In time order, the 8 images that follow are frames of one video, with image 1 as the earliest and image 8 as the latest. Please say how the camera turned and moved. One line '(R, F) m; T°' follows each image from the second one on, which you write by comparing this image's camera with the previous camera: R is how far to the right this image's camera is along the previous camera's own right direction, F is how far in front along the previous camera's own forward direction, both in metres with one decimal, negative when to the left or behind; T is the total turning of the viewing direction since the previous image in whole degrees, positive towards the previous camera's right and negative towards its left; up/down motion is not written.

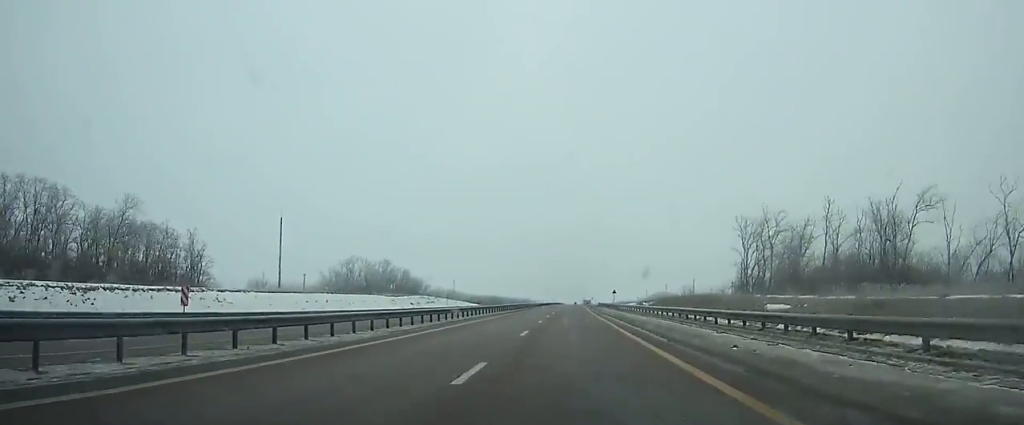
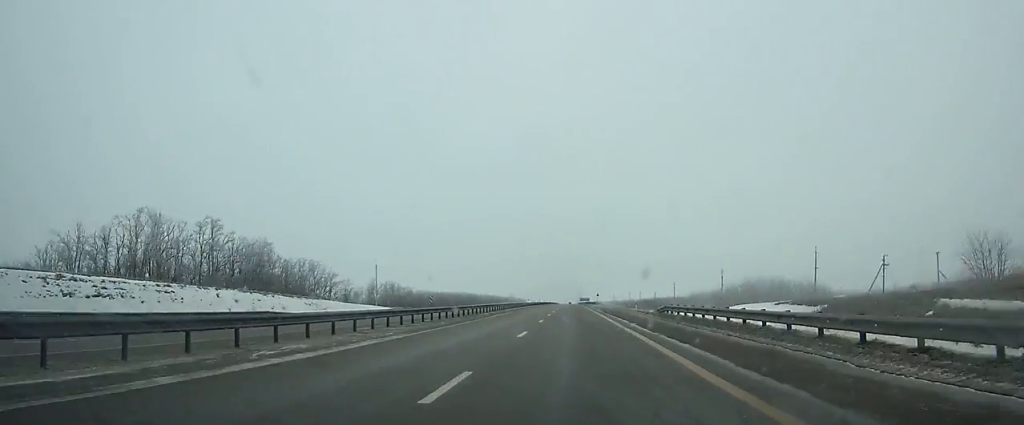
(+0.5, +88.7) m; 0°
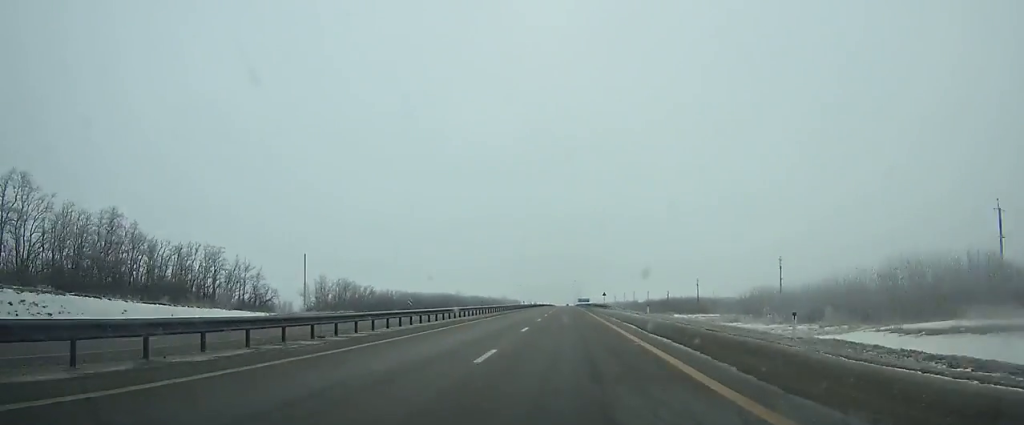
(+0.1, +38.7) m; 0°
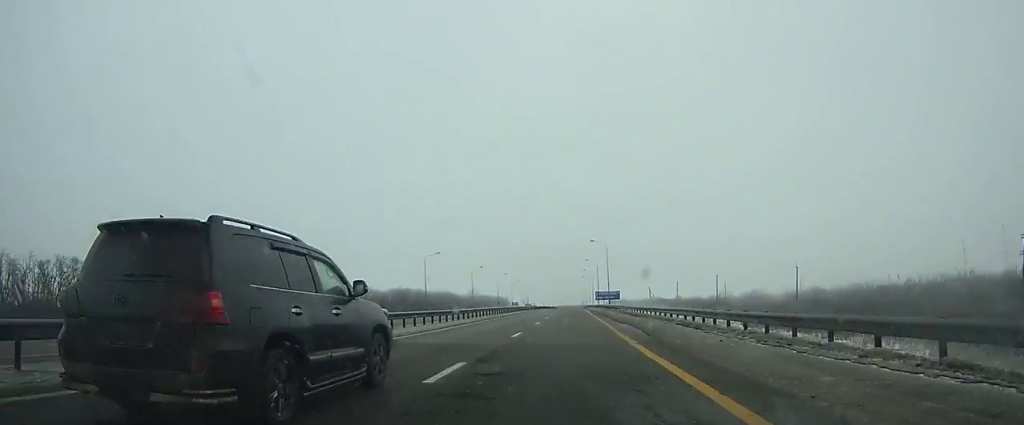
(-0.1, +173.6) m; 0°
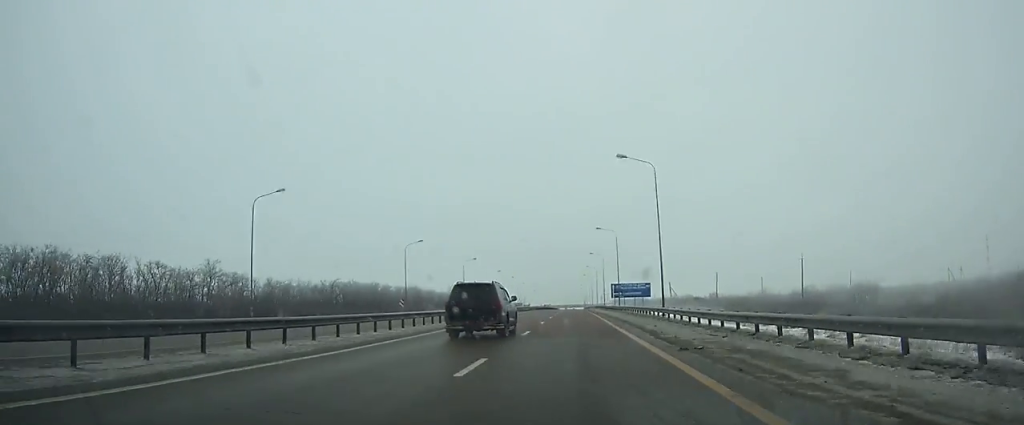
(-0.1, +58.6) m; 0°
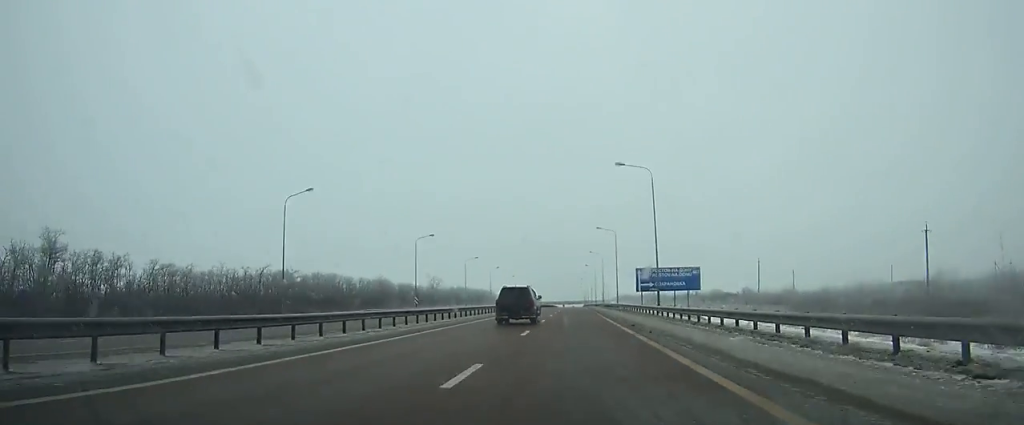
(0.0, +38.0) m; 0°
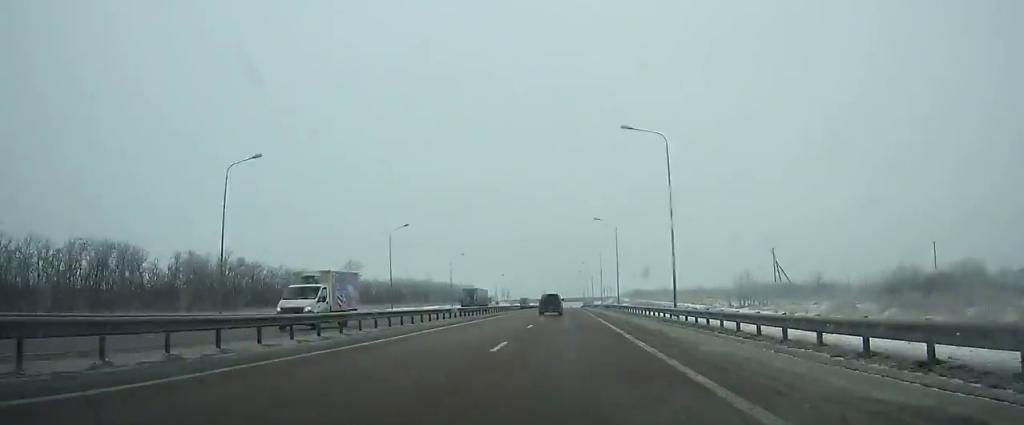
(+0.3, +90.1) m; 0°
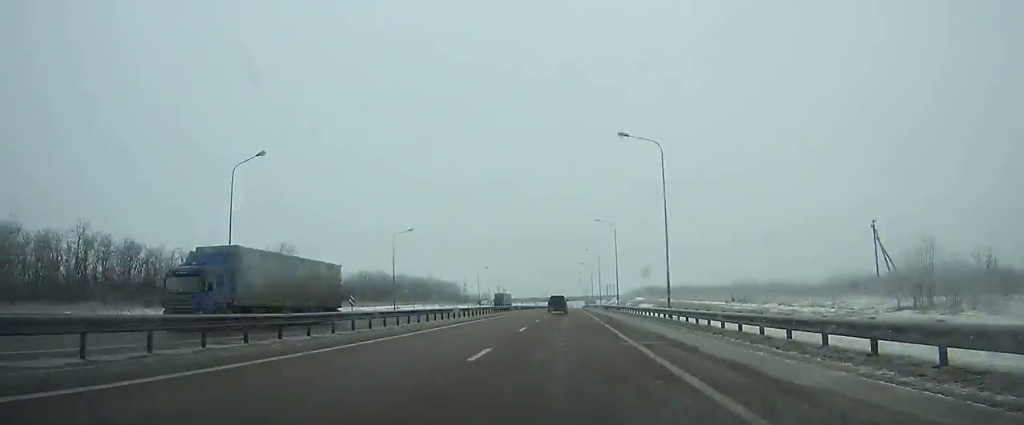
(+0.1, +38.4) m; 0°
